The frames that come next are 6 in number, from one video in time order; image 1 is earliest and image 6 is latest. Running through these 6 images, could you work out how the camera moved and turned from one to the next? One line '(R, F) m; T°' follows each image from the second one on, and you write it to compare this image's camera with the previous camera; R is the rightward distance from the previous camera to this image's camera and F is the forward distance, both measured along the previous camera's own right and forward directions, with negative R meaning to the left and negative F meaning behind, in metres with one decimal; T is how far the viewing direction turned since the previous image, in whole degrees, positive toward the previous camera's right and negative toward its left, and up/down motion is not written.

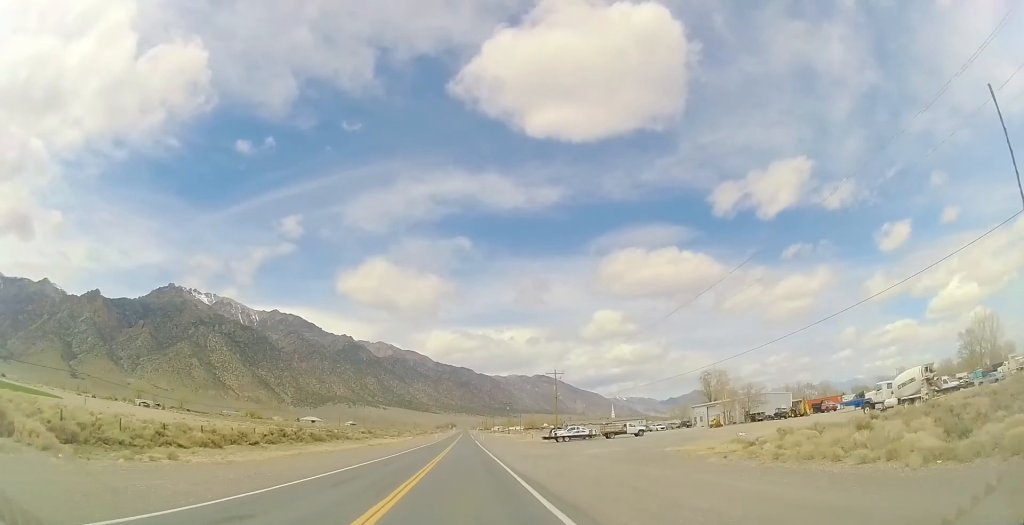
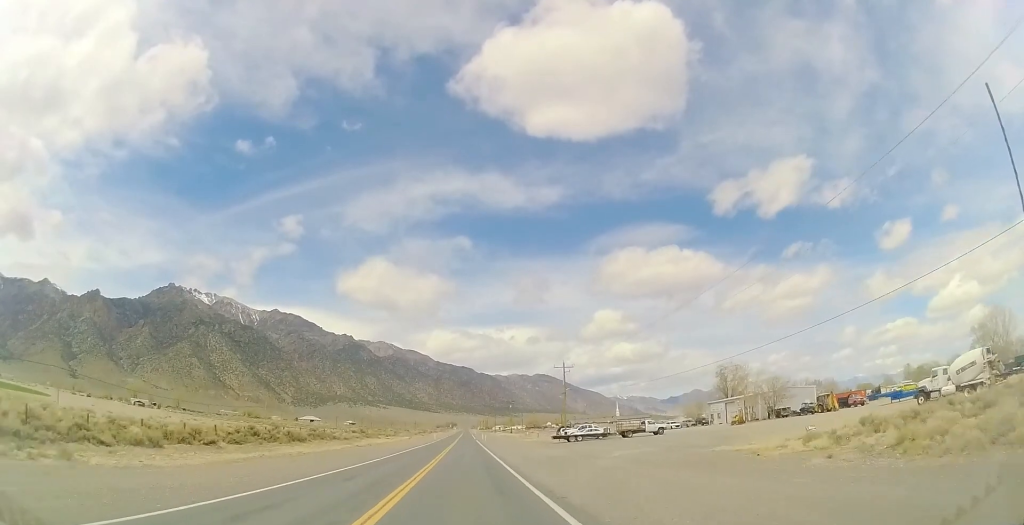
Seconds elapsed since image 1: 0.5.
(0.0, +7.4) m; 0°
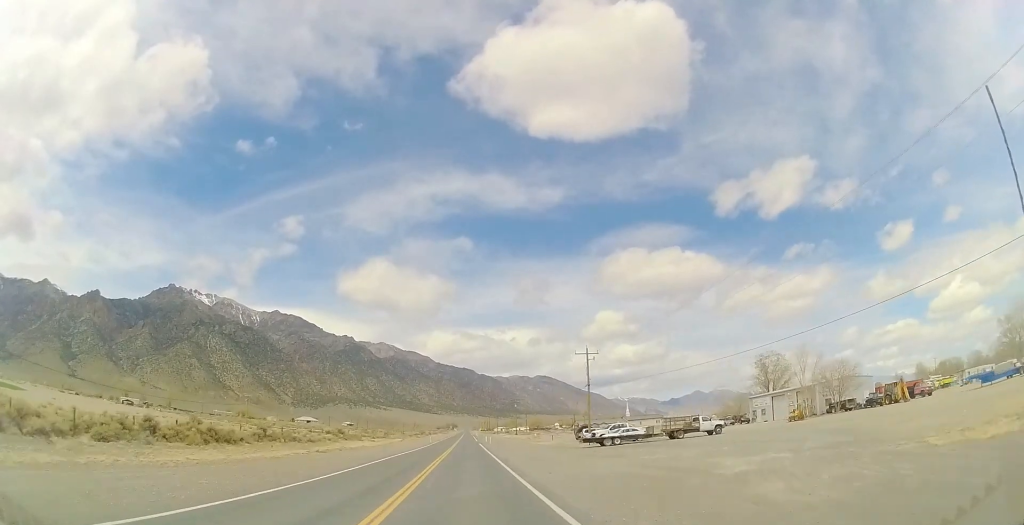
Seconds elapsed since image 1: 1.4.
(0.0, +15.4) m; 0°
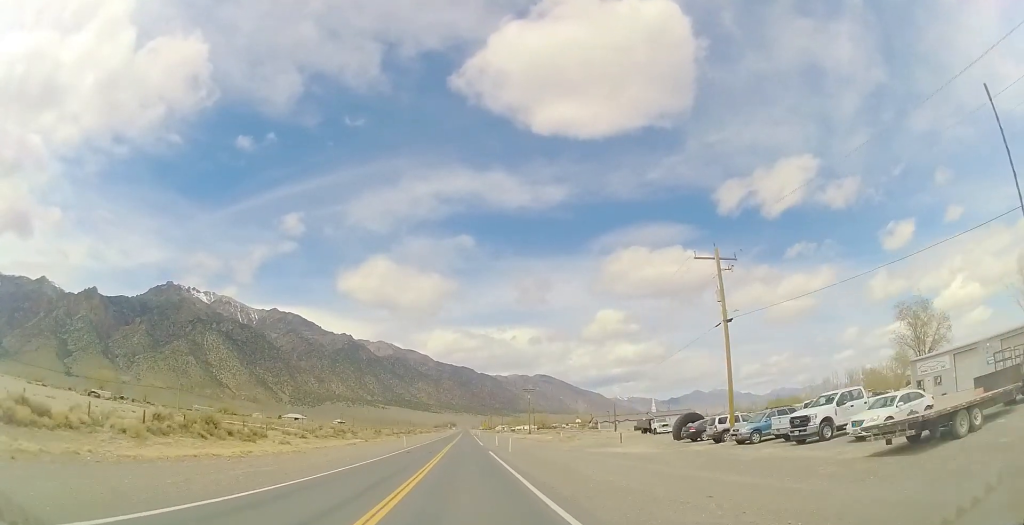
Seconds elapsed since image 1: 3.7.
(+1.3, +37.1) m; +3°
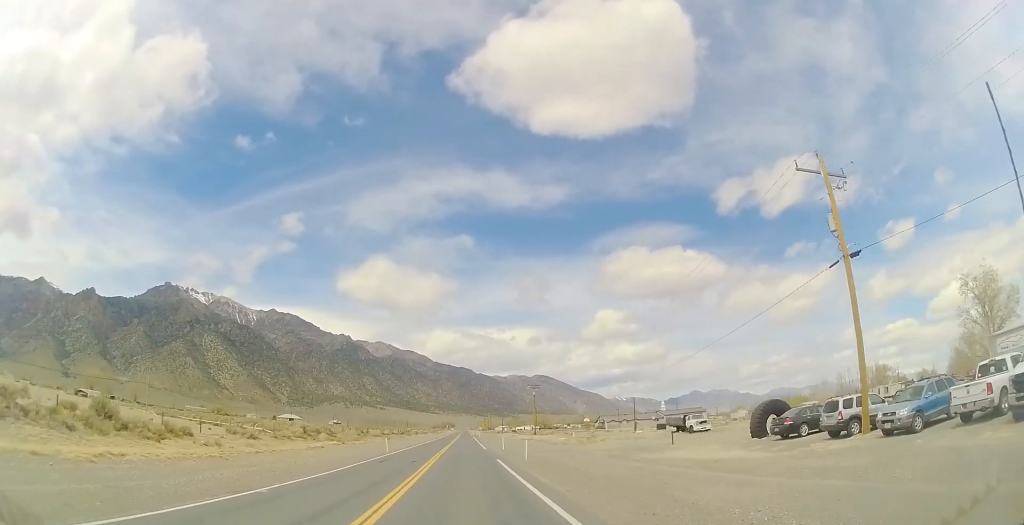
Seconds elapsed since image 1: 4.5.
(-0.3, +12.1) m; -1°
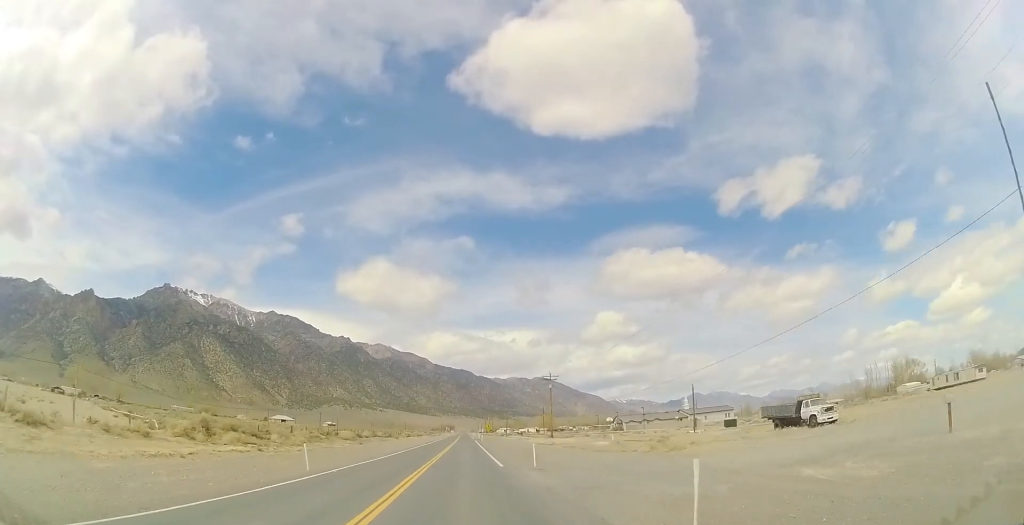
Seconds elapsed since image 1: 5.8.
(0.0, +22.6) m; -2°
